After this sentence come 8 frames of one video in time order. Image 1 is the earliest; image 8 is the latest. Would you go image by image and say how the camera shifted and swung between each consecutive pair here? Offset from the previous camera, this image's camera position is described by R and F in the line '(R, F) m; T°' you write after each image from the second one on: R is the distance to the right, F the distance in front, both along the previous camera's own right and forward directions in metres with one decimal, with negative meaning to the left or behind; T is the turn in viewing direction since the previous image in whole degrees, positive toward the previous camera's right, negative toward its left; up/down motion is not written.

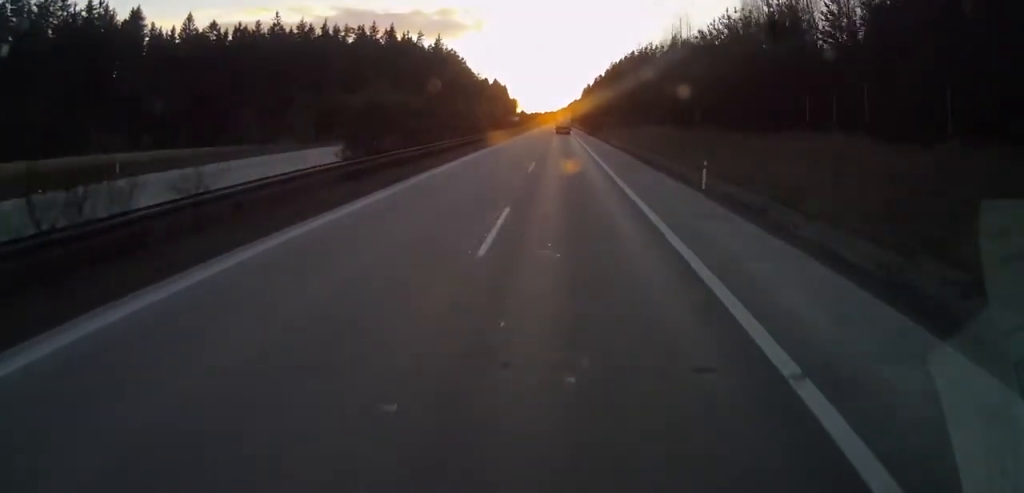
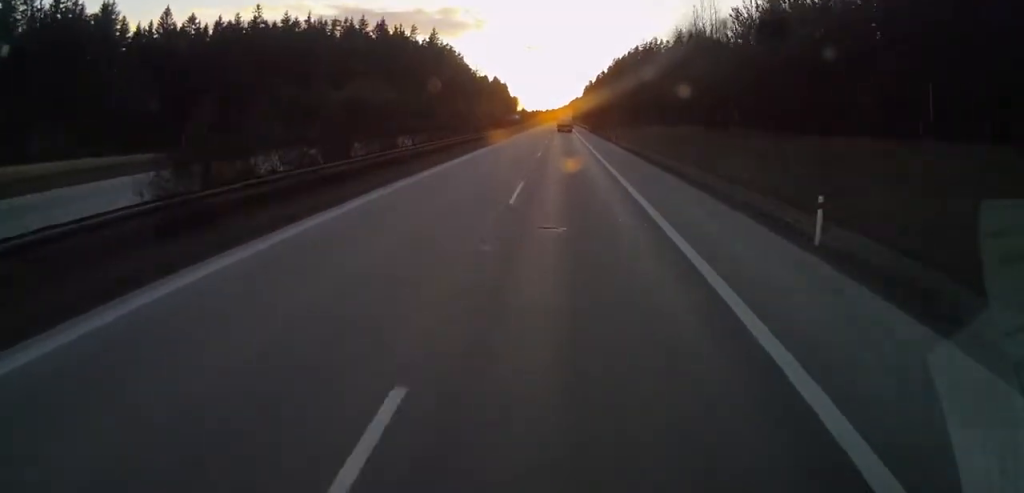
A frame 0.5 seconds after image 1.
(0.0, +11.5) m; 0°
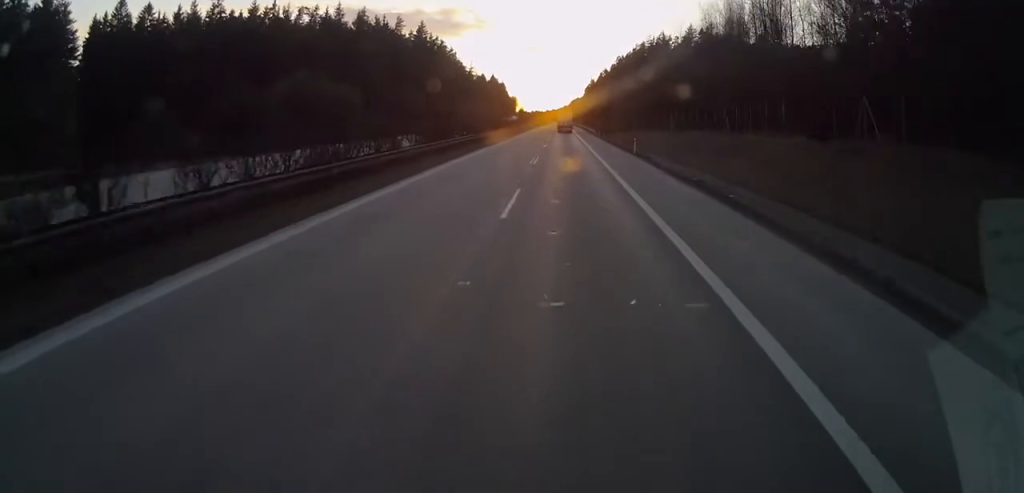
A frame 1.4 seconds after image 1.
(0.0, +20.2) m; 0°
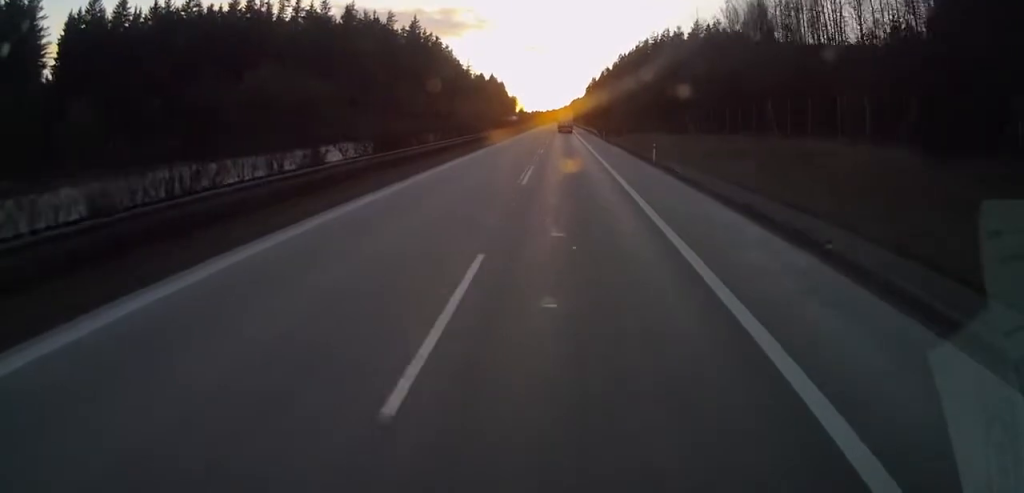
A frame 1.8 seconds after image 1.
(0.0, +10.1) m; 0°
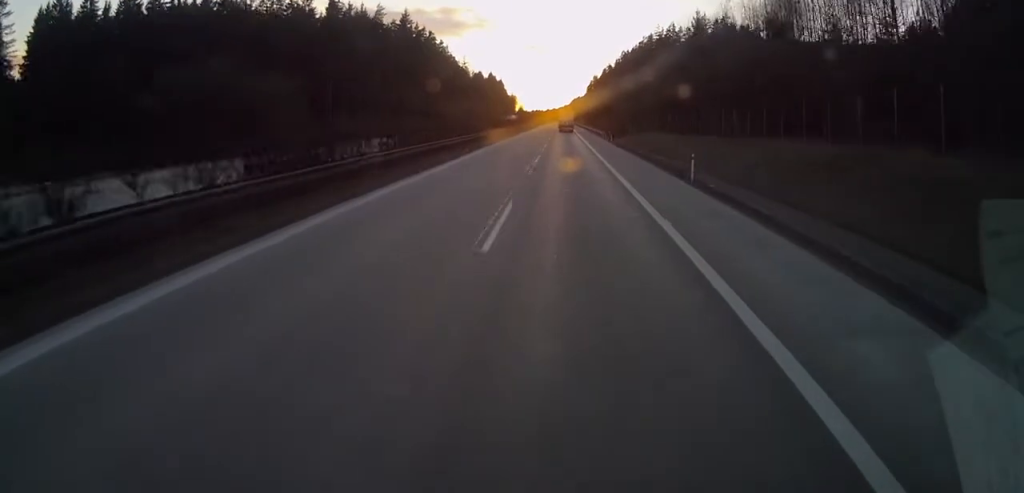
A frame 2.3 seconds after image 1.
(0.0, +11.7) m; 0°
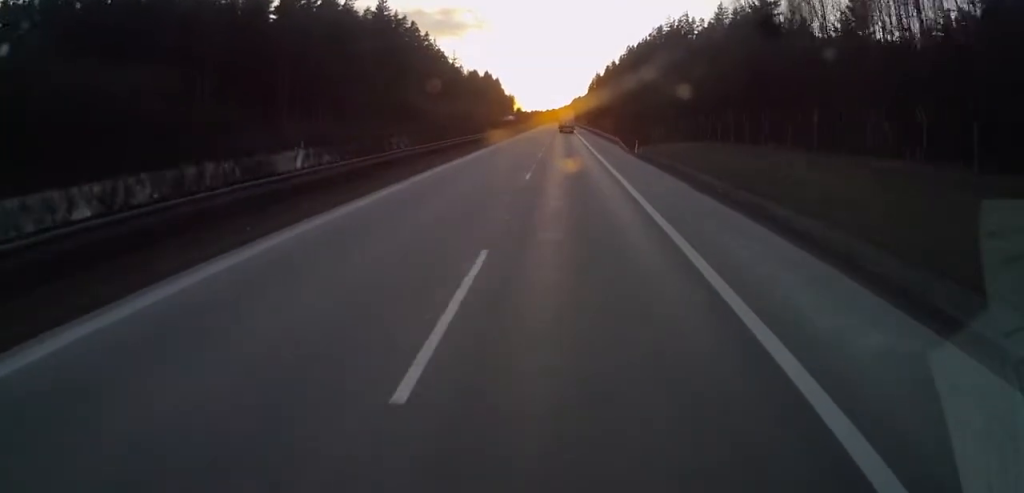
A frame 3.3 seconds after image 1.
(0.0, +24.1) m; 0°
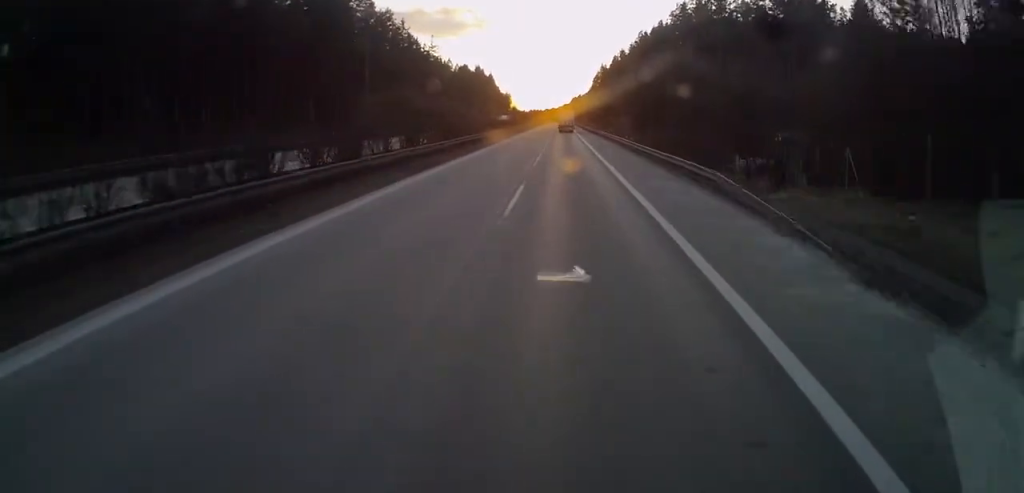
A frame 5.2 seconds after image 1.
(0.0, +43.3) m; 0°
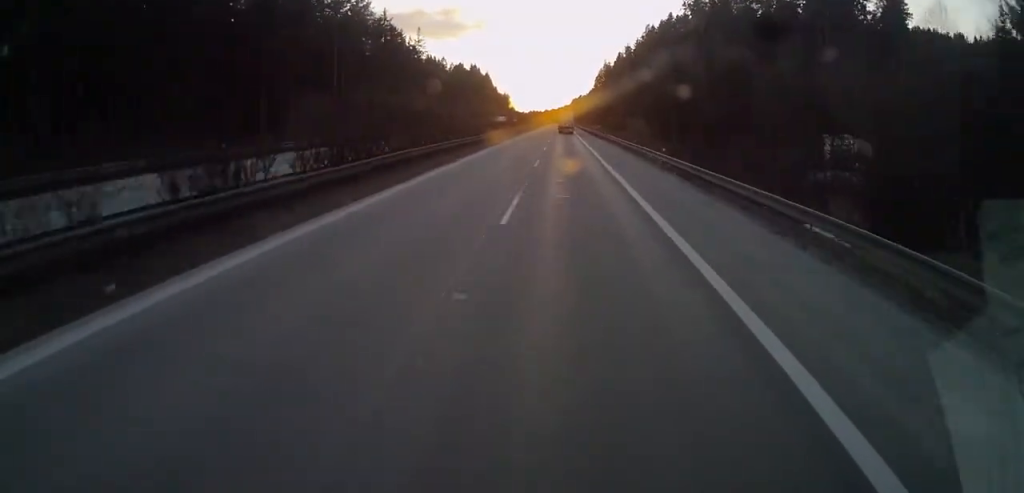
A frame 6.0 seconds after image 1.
(0.0, +19.3) m; 0°
